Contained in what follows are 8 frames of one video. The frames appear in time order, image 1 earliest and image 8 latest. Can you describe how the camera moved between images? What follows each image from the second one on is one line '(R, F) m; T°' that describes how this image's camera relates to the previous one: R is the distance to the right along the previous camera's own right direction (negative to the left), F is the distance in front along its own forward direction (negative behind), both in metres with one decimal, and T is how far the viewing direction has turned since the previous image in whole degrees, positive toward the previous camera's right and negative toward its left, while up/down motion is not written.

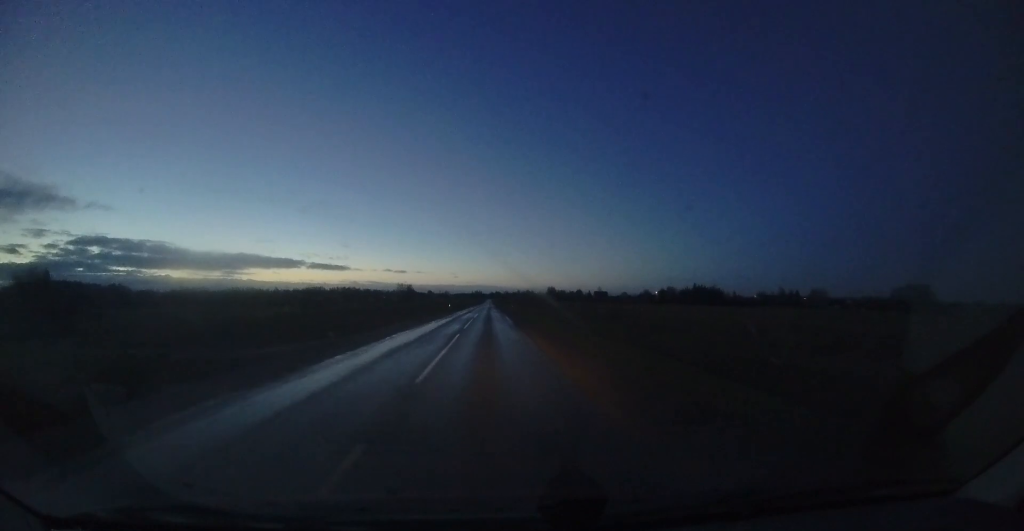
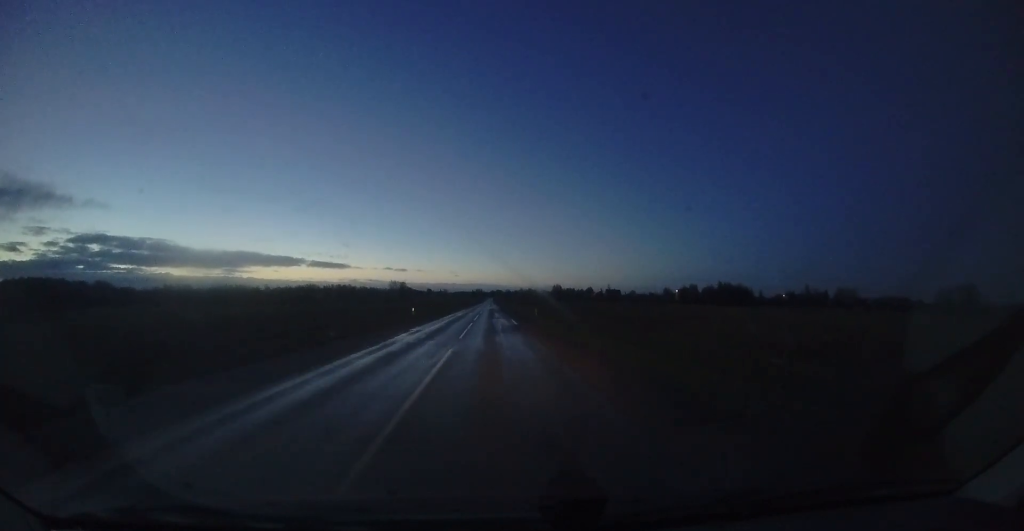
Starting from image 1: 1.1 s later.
(-0.4, +28.7) m; -1°
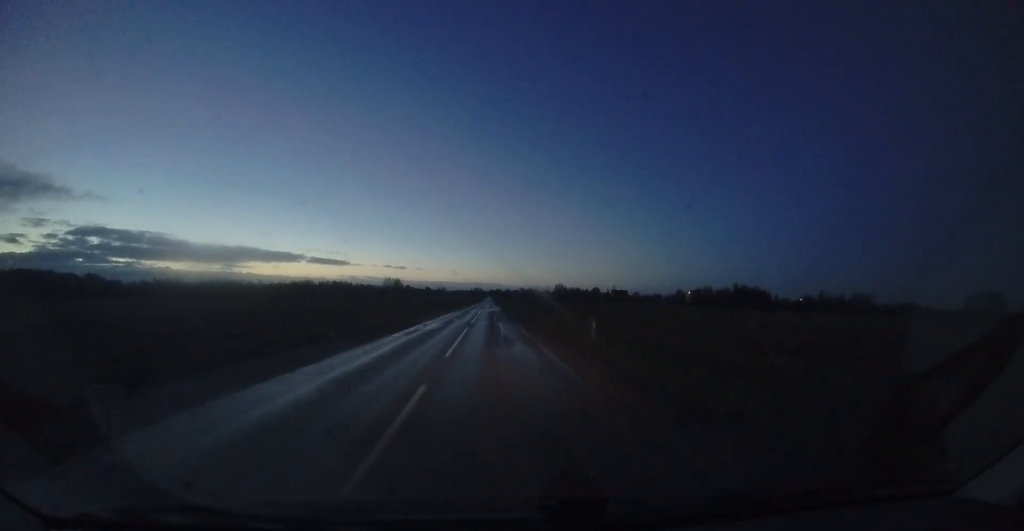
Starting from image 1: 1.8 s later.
(0.0, +16.8) m; 0°
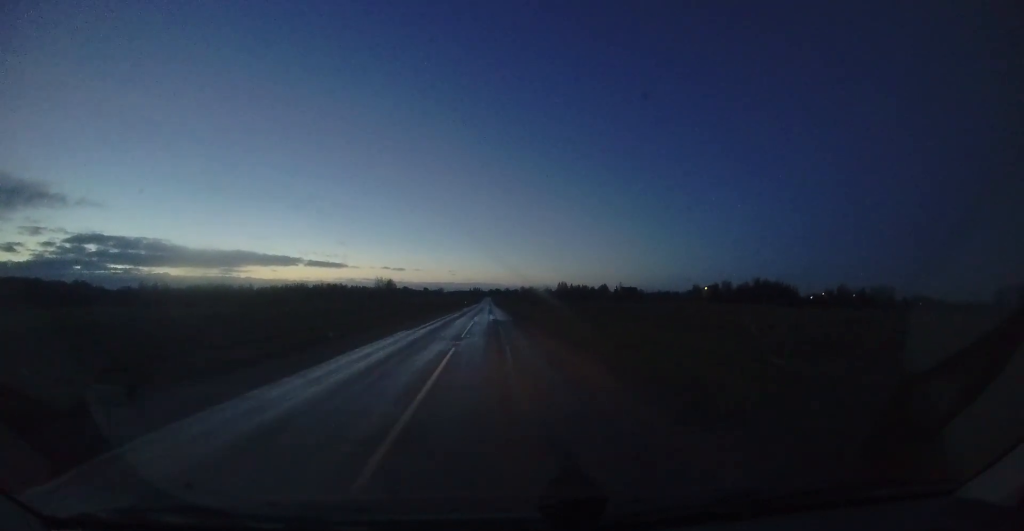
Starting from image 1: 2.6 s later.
(+0.3, +19.2) m; +1°
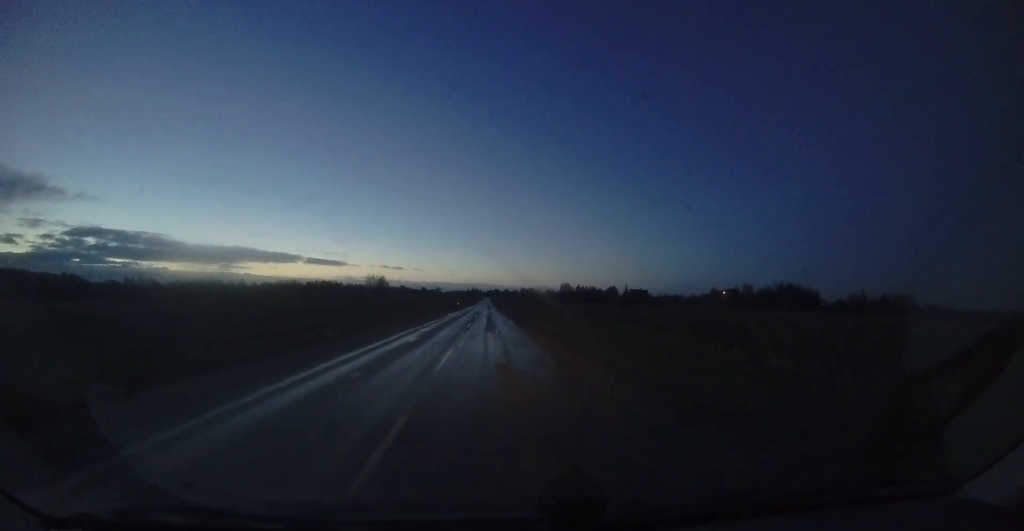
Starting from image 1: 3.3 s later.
(-0.1, +18.0) m; 0°
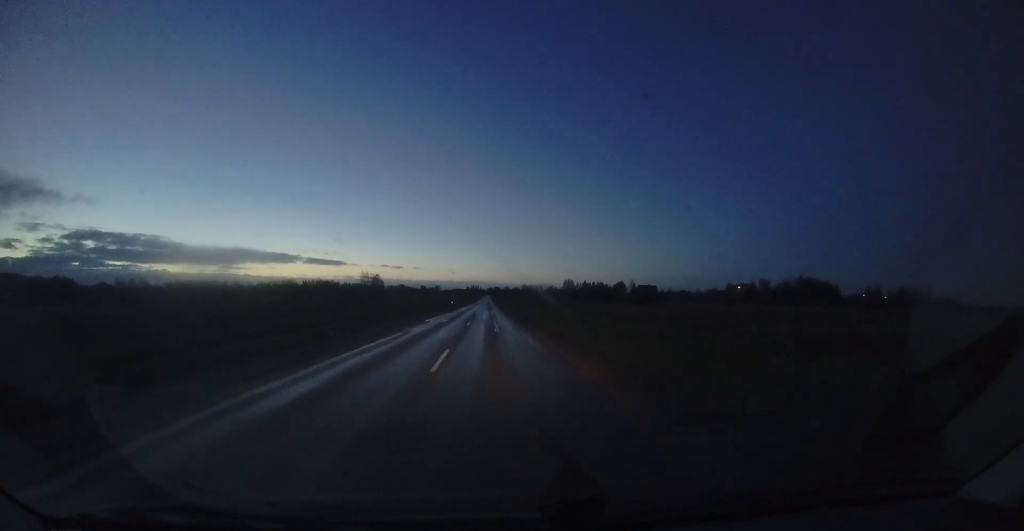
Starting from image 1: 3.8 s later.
(0.0, +12.3) m; 0°
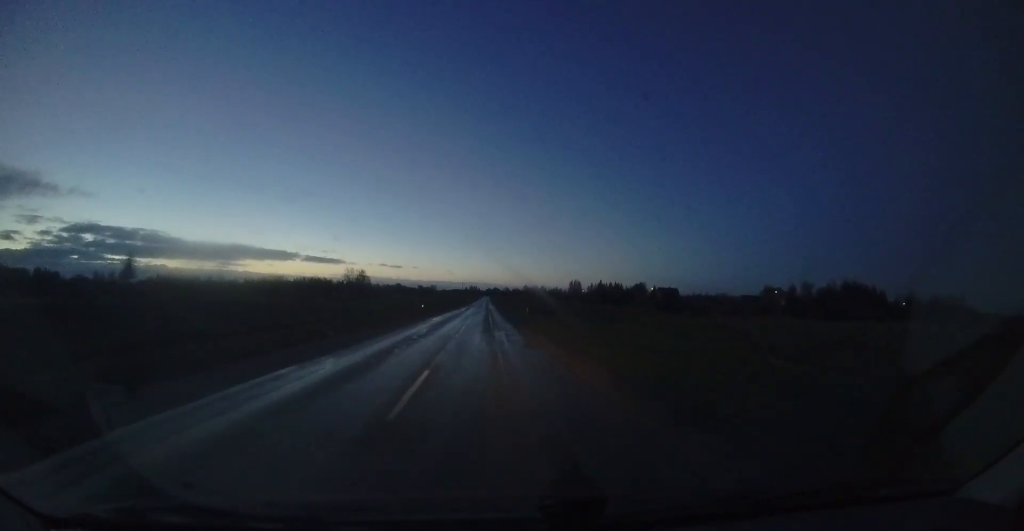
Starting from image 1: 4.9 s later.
(+0.2, +26.3) m; +1°
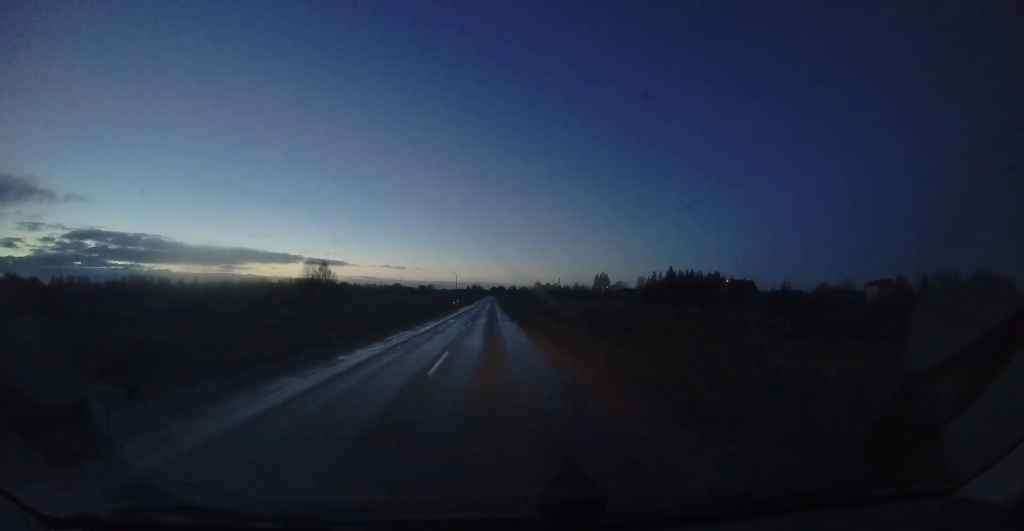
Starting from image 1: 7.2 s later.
(-0.5, +57.2) m; -1°
